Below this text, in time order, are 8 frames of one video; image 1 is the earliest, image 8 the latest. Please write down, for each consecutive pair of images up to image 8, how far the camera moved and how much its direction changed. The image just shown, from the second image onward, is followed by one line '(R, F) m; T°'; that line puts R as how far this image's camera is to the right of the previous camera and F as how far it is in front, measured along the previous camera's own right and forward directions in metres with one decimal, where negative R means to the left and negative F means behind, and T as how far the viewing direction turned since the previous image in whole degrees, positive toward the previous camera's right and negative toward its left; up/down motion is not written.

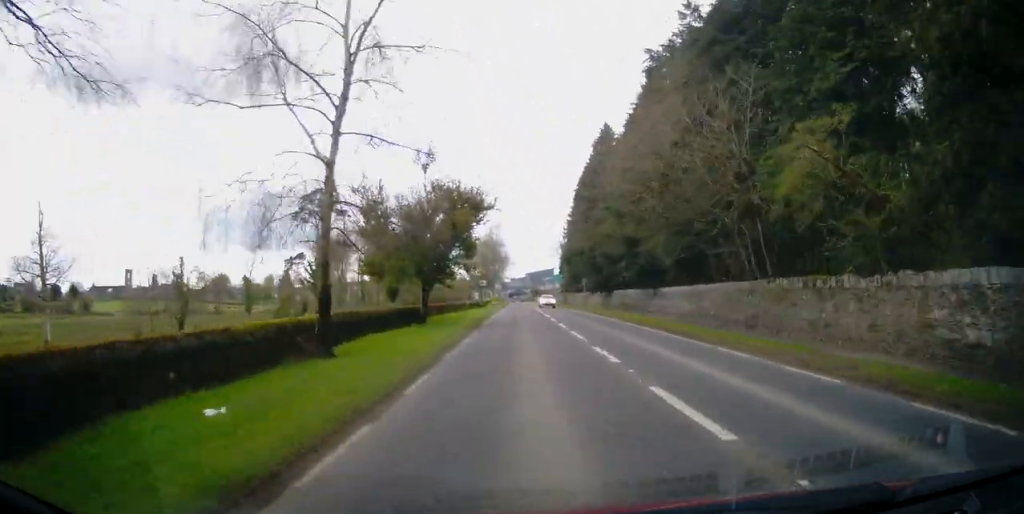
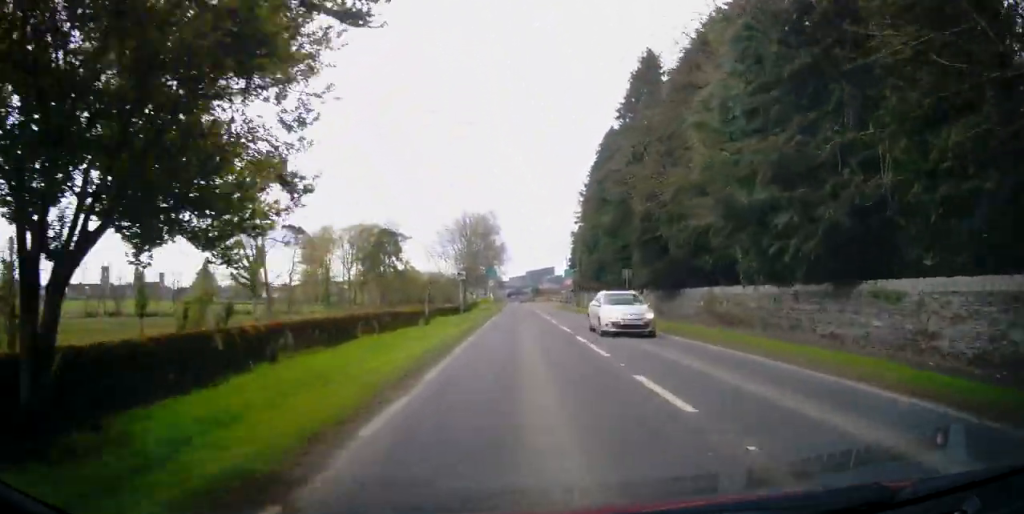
(+0.1, +22.0) m; 0°
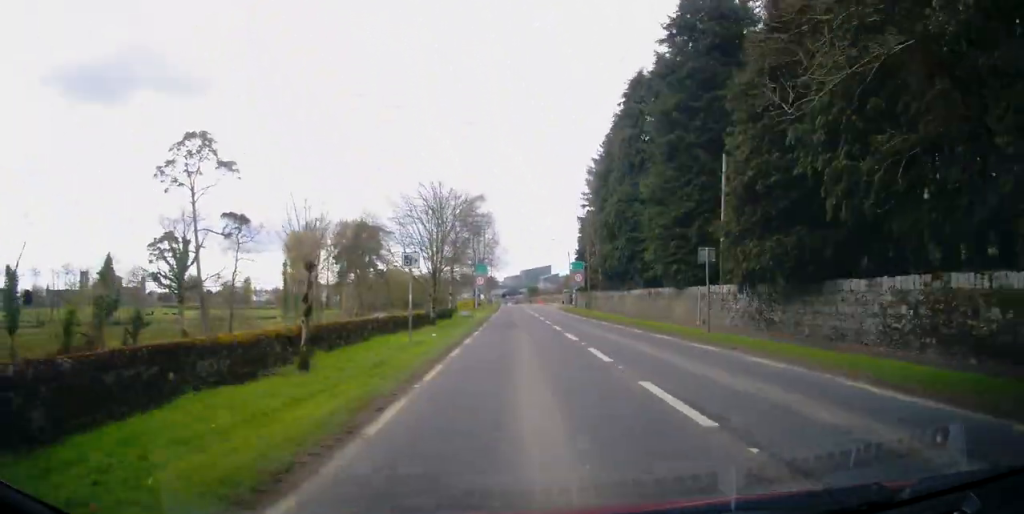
(-0.1, +15.8) m; 0°
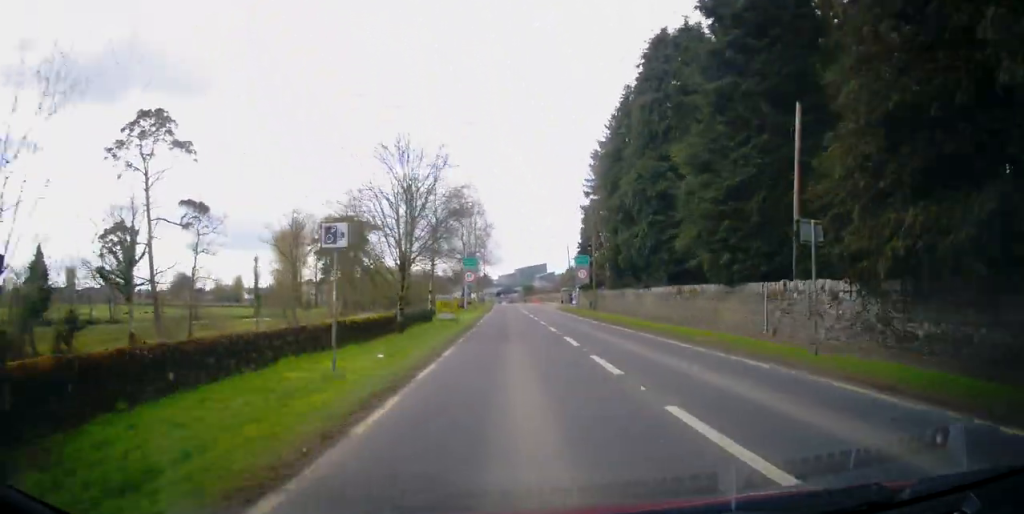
(0.0, +8.0) m; 0°
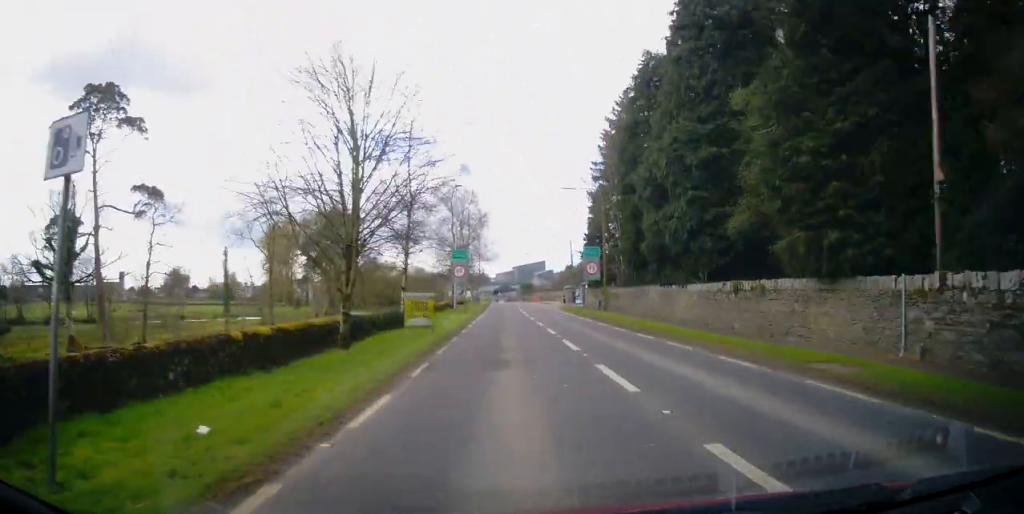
(0.0, +7.8) m; 0°
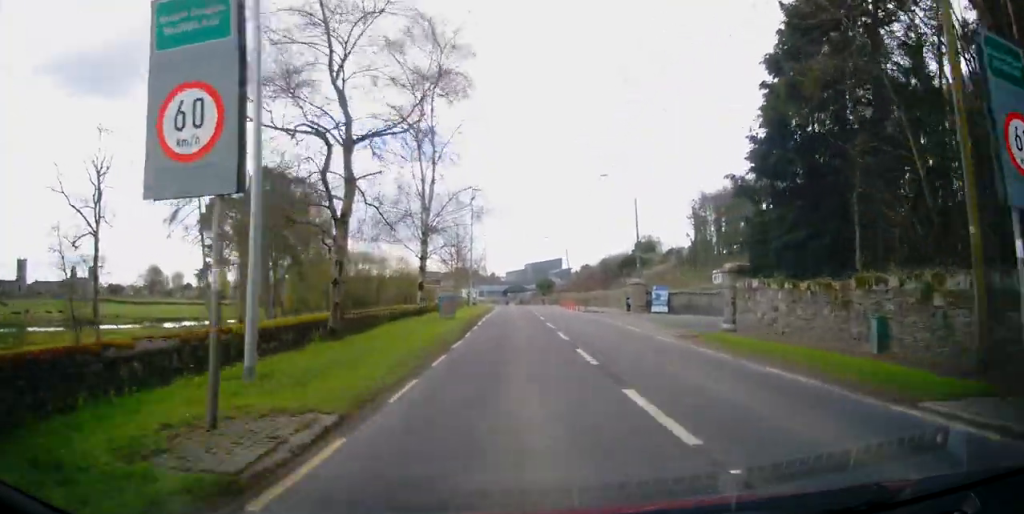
(-0.2, +38.7) m; -1°
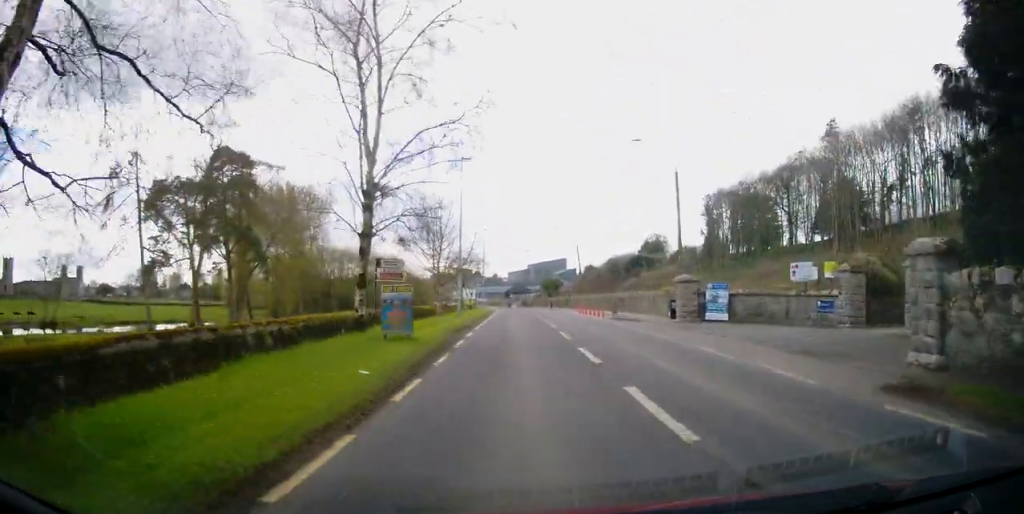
(0.0, +11.8) m; 0°
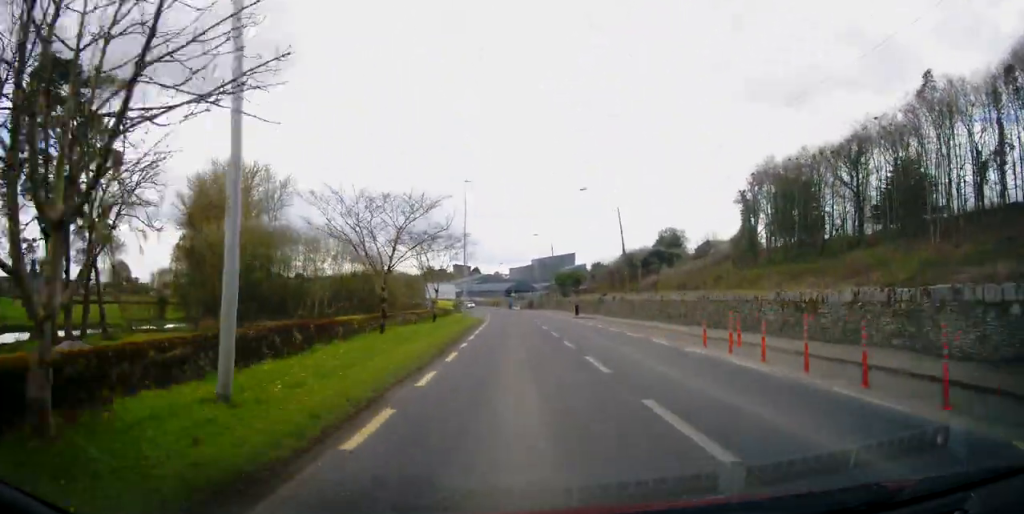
(0.0, +30.1) m; 0°
